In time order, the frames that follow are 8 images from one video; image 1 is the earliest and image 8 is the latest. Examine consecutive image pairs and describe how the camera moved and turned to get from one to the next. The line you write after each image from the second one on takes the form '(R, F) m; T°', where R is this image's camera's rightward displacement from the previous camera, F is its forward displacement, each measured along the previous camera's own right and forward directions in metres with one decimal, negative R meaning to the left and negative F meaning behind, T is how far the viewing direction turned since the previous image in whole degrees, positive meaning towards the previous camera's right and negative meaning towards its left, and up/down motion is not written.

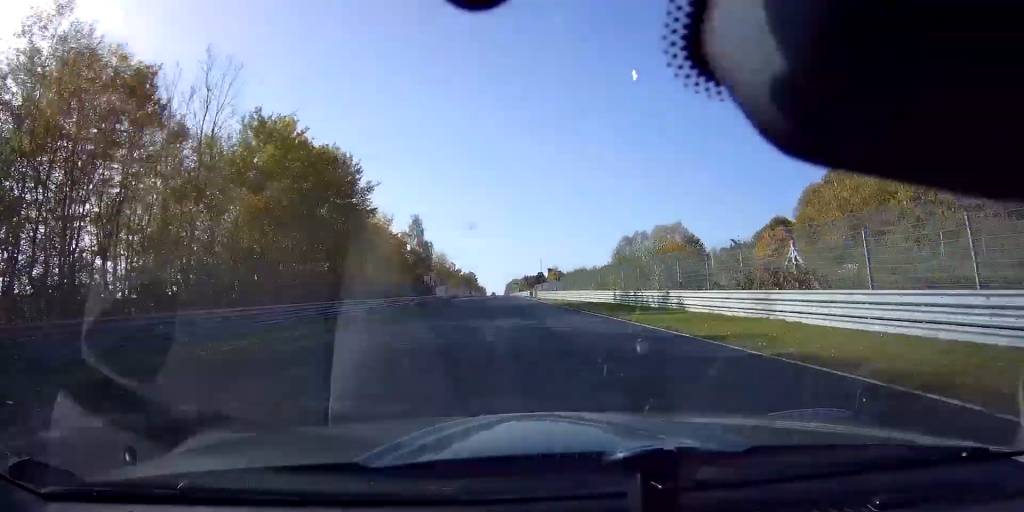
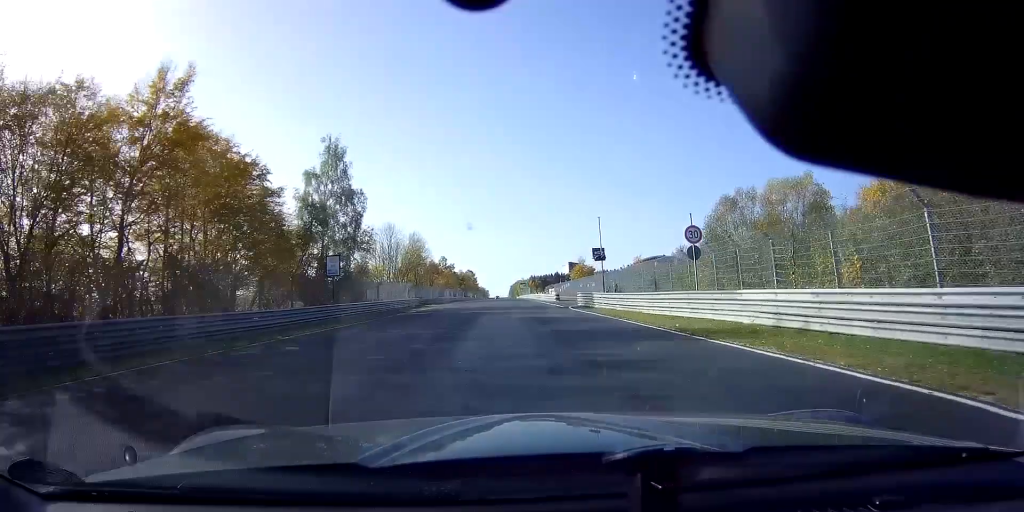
(-0.2, +47.5) m; 0°
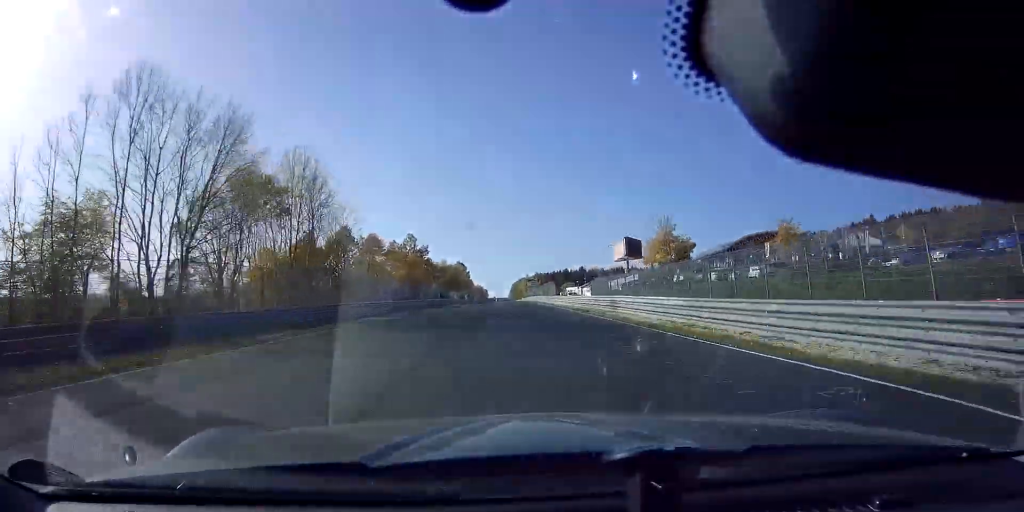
(-0.2, +61.0) m; 0°
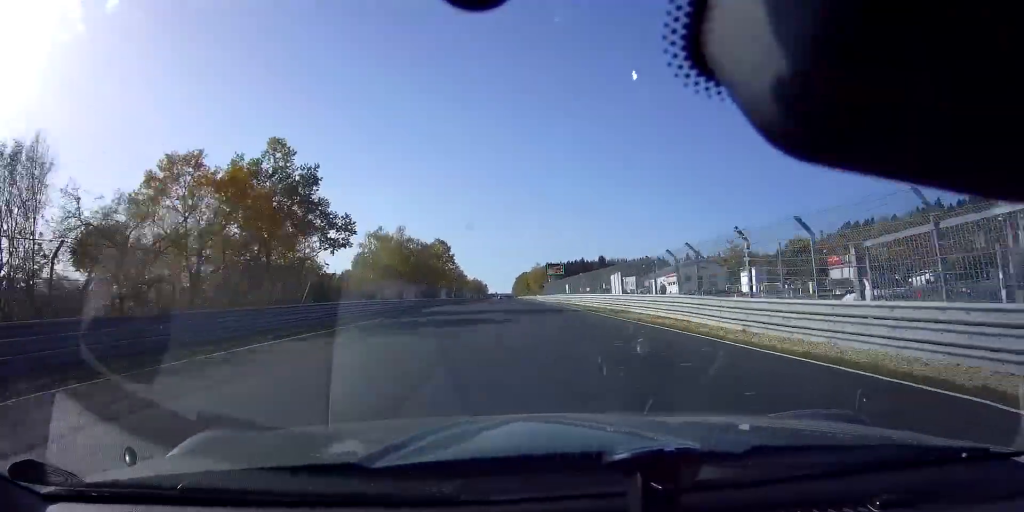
(+0.3, +66.7) m; 0°
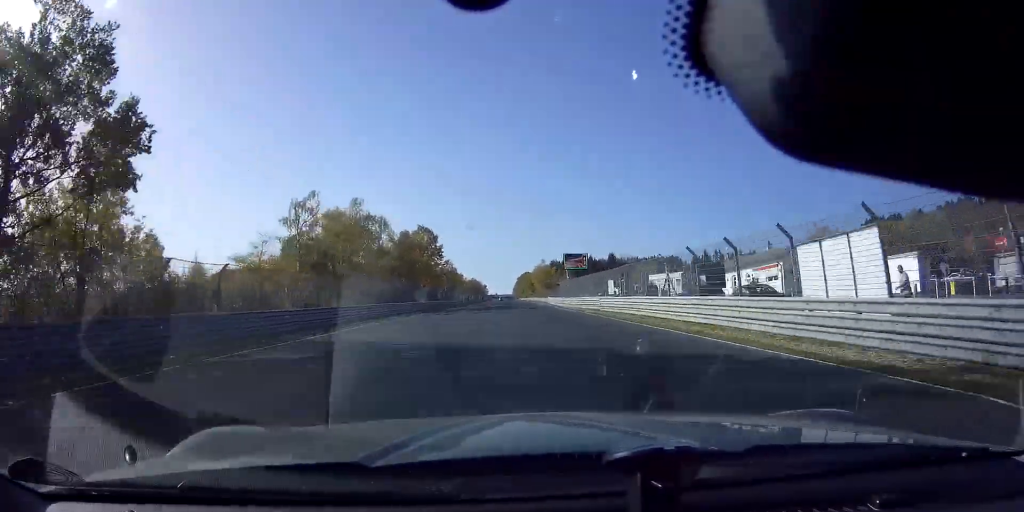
(0.0, +26.4) m; 0°
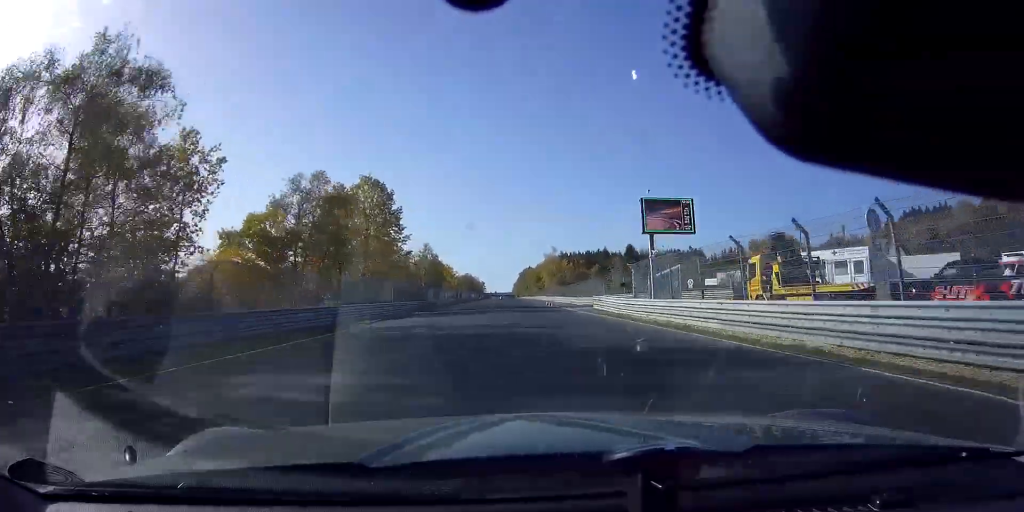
(-0.2, +40.7) m; 0°
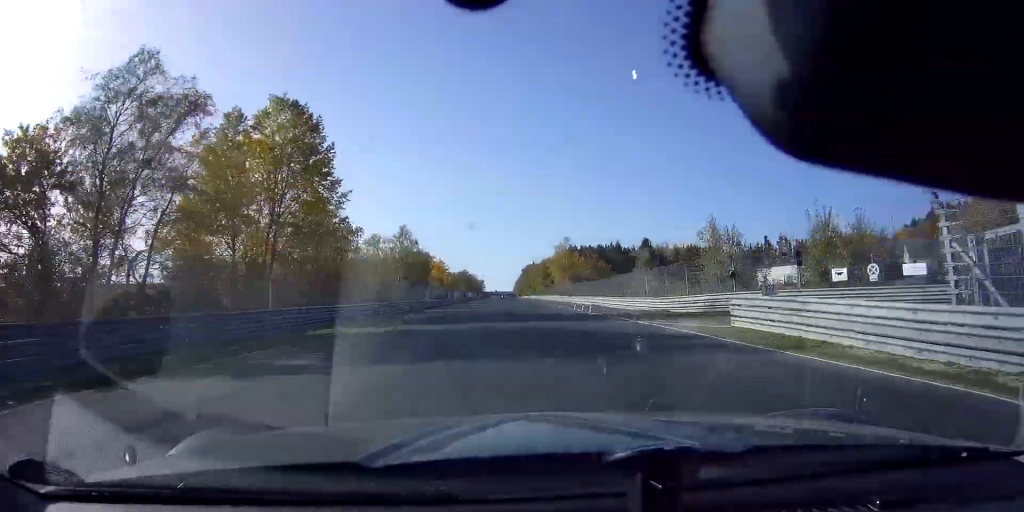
(+0.1, +25.3) m; 0°
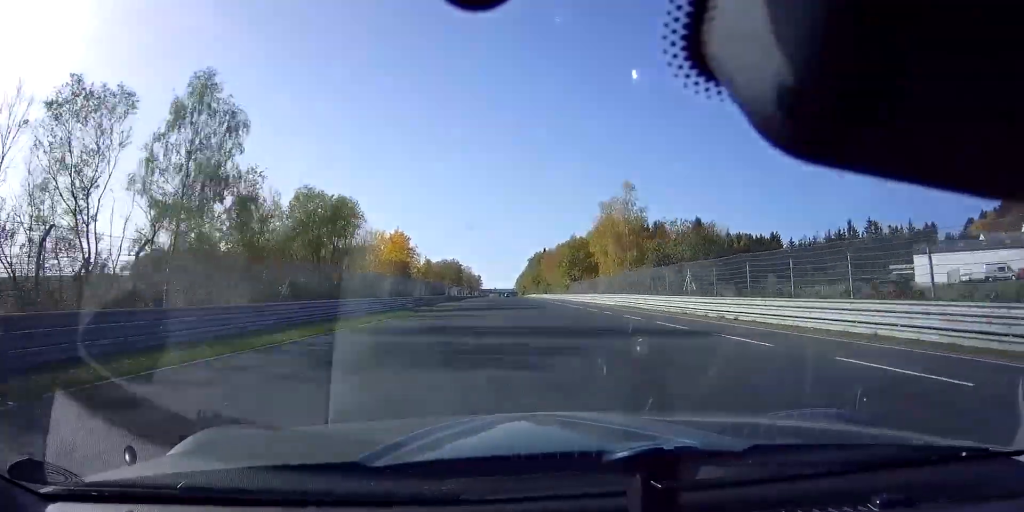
(-0.2, +55.8) m; 0°
